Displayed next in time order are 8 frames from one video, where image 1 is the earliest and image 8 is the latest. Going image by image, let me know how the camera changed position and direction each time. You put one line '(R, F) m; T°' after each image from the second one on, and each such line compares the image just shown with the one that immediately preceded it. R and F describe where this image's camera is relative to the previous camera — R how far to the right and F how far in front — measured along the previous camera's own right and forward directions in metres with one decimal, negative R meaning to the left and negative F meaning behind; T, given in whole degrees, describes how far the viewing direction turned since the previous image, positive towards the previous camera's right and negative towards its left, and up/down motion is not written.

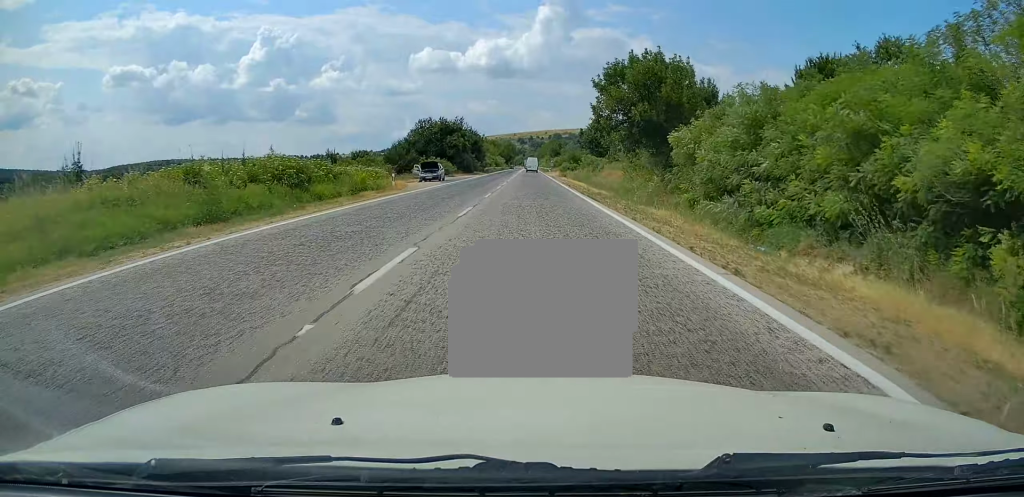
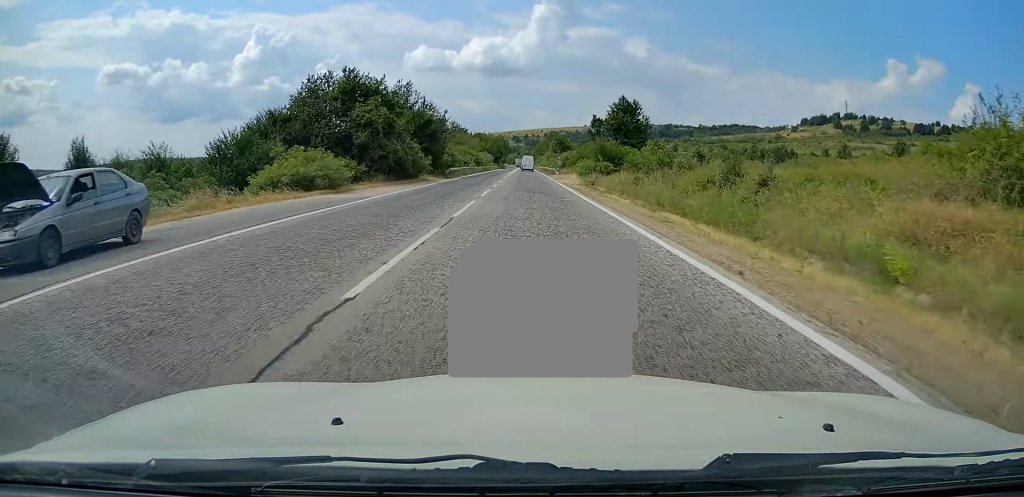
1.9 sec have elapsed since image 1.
(0.0, +42.8) m; +1°
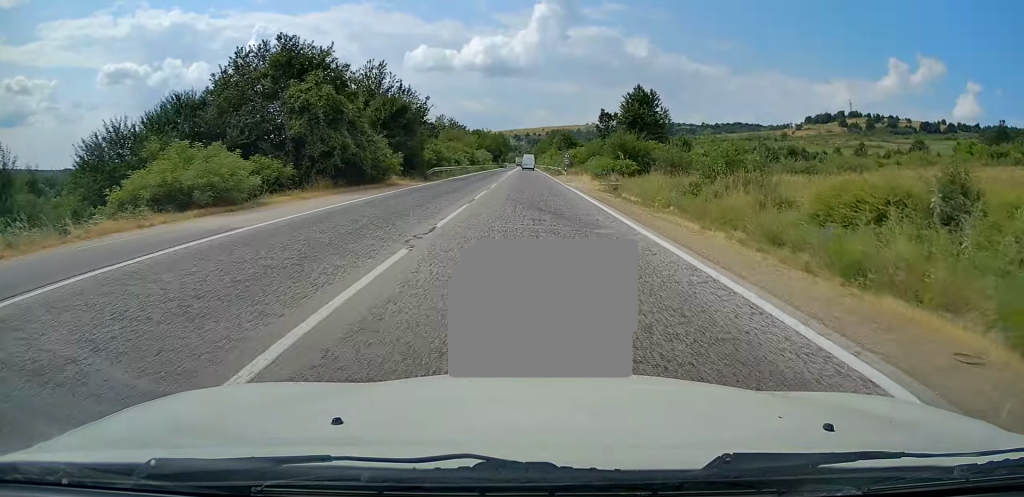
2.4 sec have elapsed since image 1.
(+0.1, +11.5) m; 0°
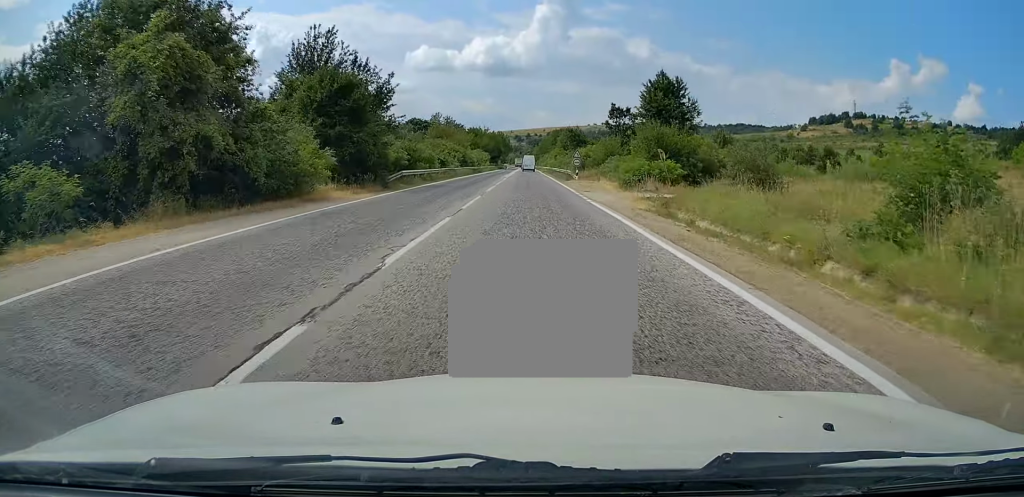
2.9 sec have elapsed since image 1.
(+0.2, +13.0) m; 0°
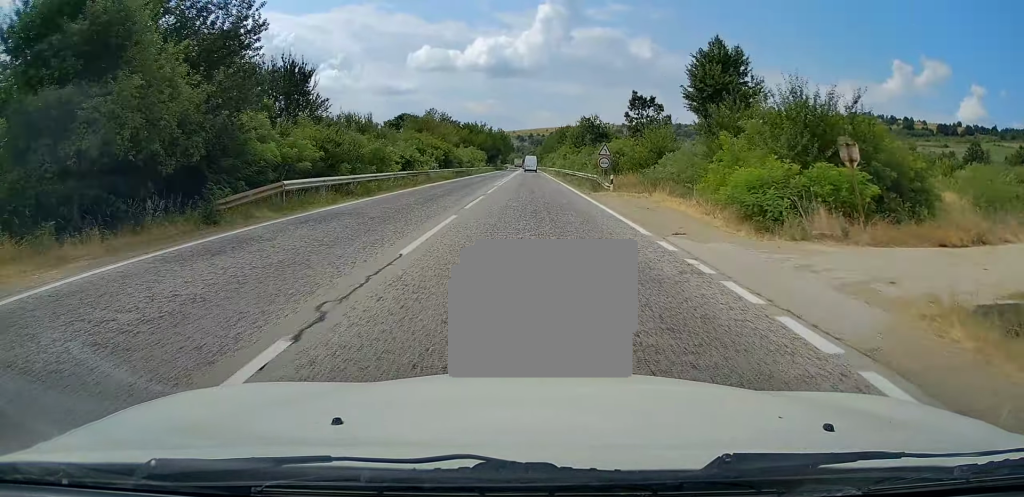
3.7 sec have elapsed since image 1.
(-0.1, +18.3) m; 0°
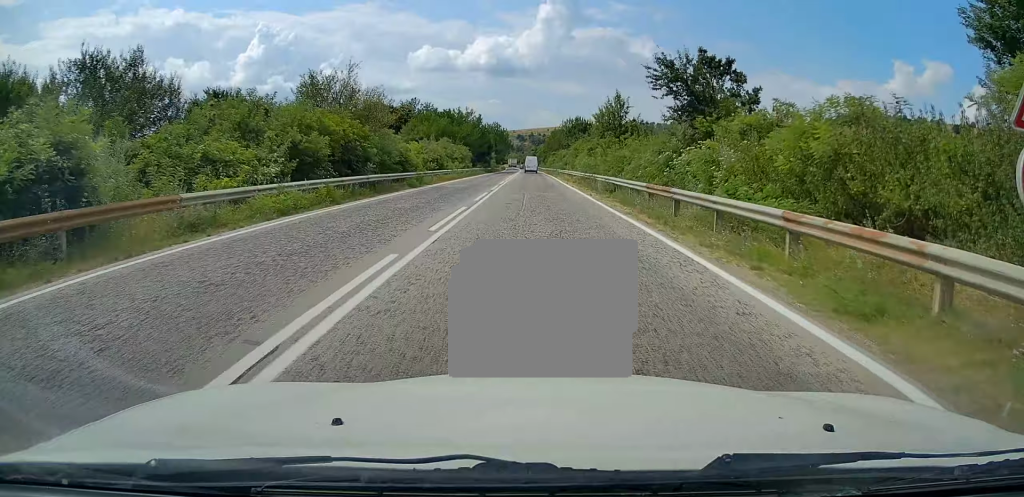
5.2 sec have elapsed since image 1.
(-0.2, +32.7) m; -1°
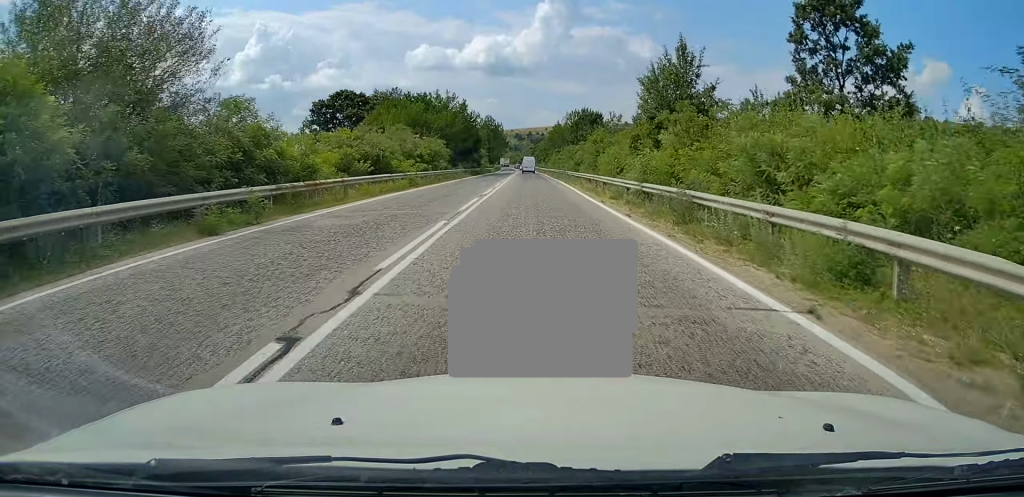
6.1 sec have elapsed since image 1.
(-0.3, +22.0) m; 0°
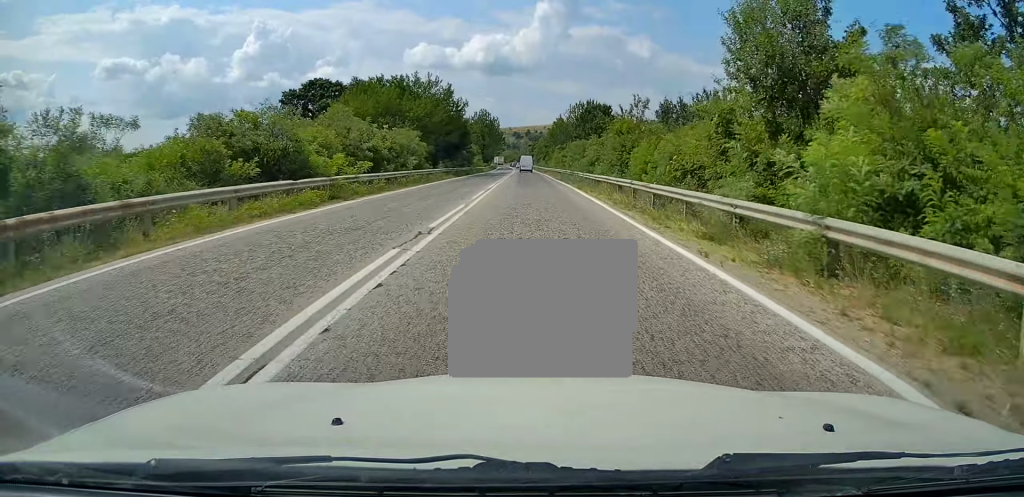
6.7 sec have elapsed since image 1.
(+0.2, +13.5) m; +1°
